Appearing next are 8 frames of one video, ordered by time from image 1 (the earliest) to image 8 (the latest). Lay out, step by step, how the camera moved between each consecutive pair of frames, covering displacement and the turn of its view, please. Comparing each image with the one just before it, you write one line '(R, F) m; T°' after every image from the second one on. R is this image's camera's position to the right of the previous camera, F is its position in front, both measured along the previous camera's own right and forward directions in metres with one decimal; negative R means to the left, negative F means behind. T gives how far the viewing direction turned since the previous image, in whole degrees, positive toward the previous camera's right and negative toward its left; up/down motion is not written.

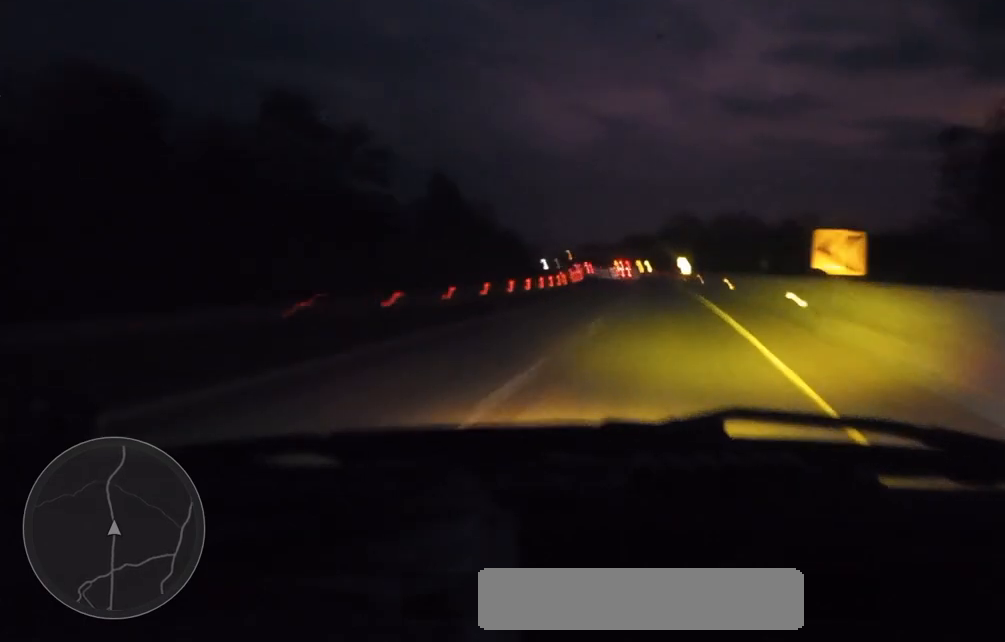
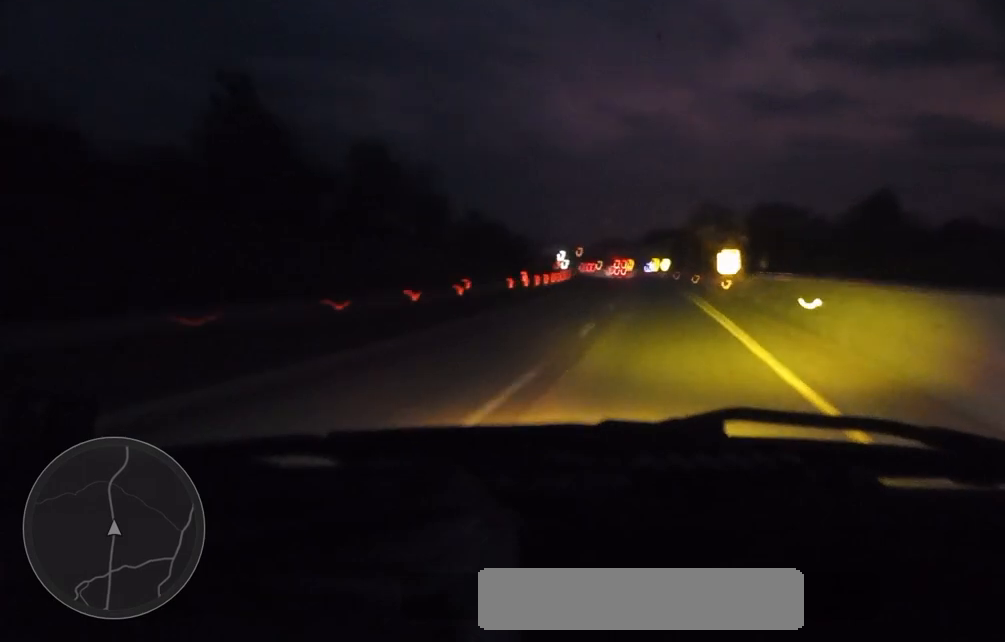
(-0.6, +53.9) m; -2°
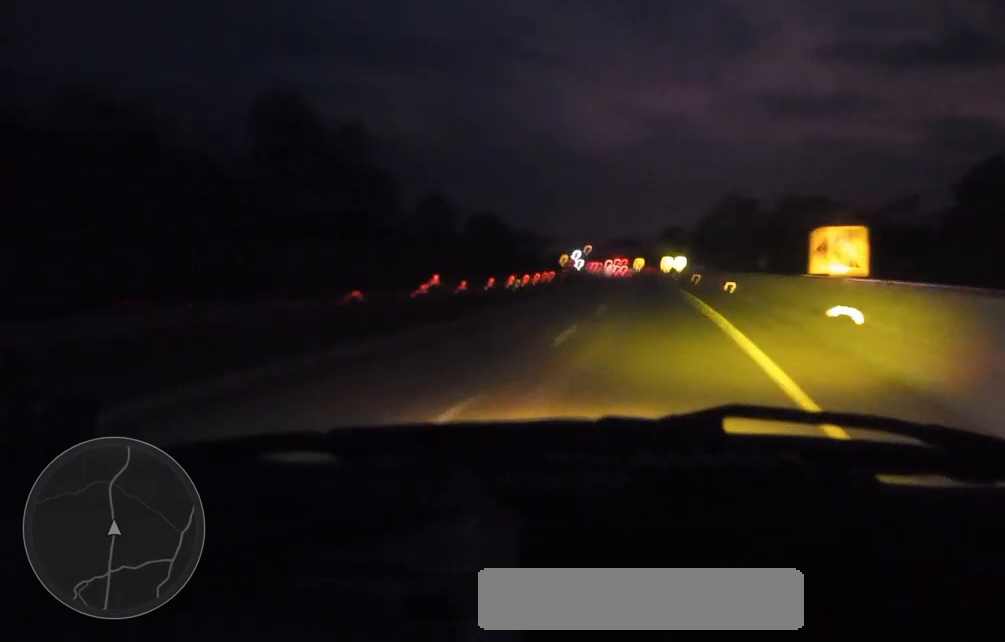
(-0.7, +30.1) m; -1°
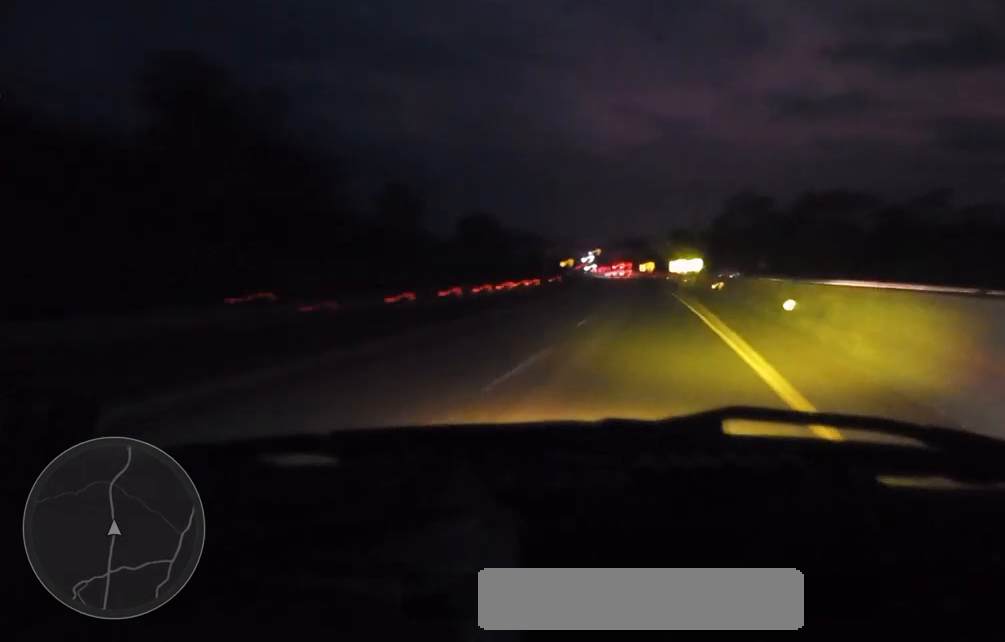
(0.0, +18.1) m; 0°
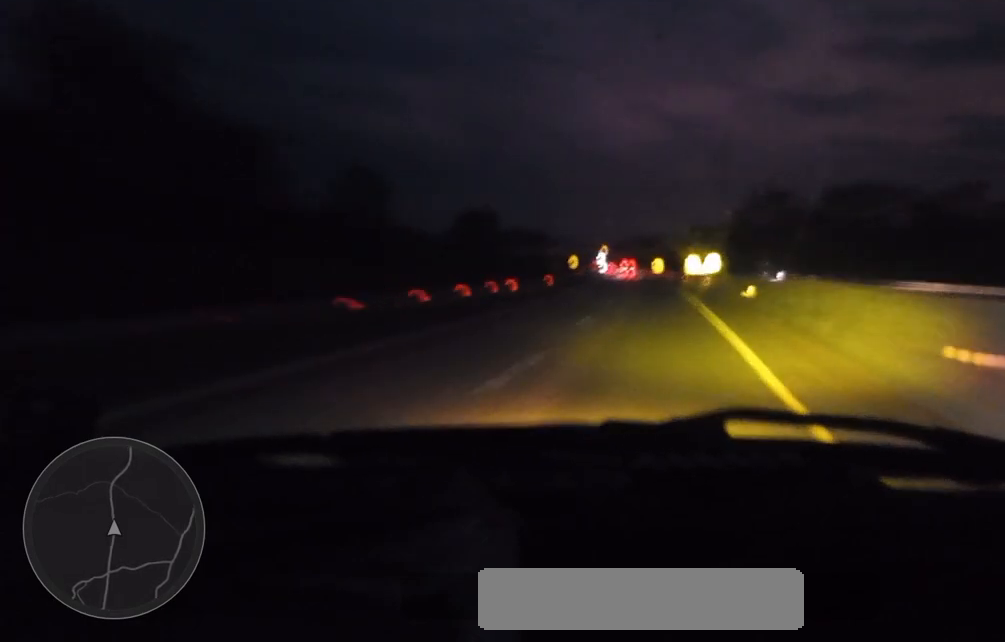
(0.0, +14.2) m; 0°
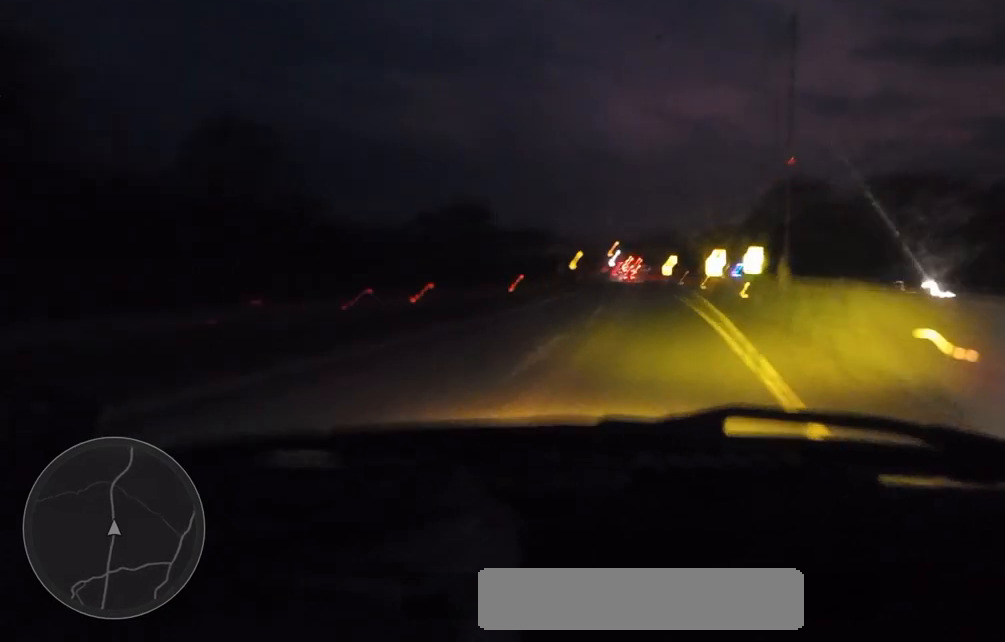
(-0.1, +24.6) m; -1°
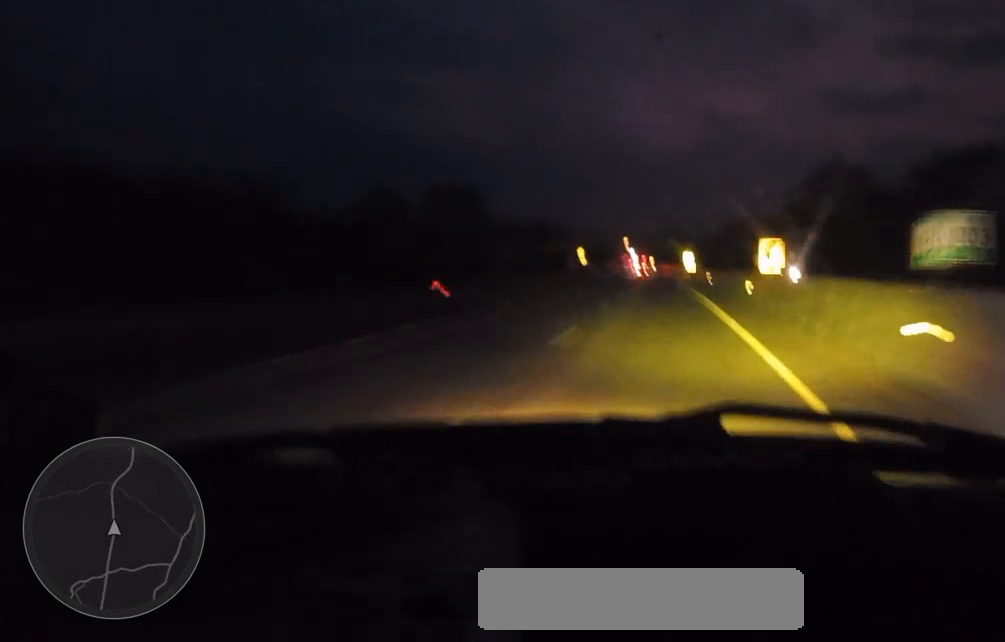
(-0.3, +23.1) m; -1°
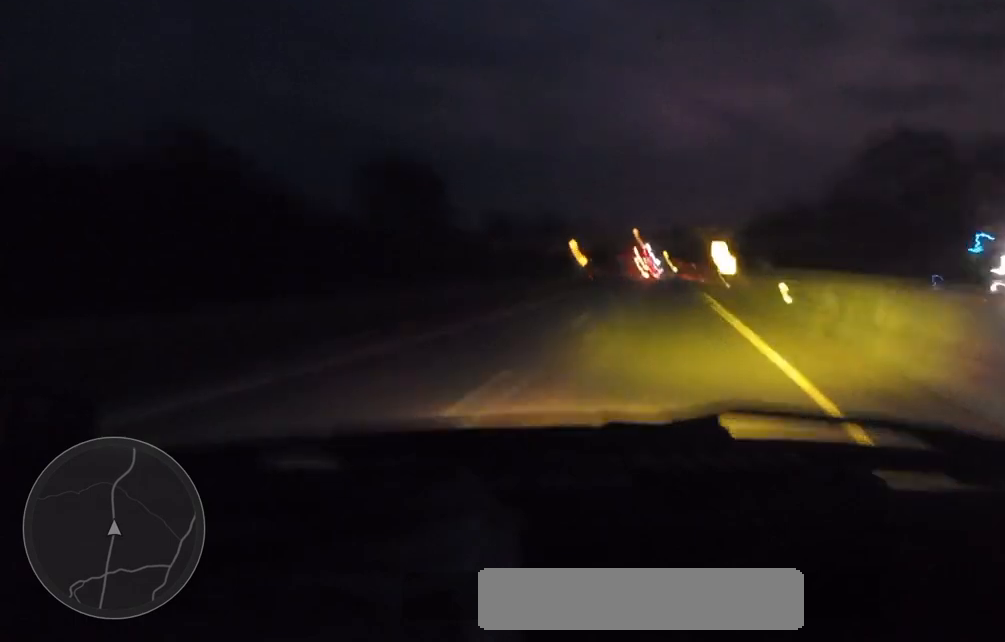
(-0.5, +34.7) m; -2°
